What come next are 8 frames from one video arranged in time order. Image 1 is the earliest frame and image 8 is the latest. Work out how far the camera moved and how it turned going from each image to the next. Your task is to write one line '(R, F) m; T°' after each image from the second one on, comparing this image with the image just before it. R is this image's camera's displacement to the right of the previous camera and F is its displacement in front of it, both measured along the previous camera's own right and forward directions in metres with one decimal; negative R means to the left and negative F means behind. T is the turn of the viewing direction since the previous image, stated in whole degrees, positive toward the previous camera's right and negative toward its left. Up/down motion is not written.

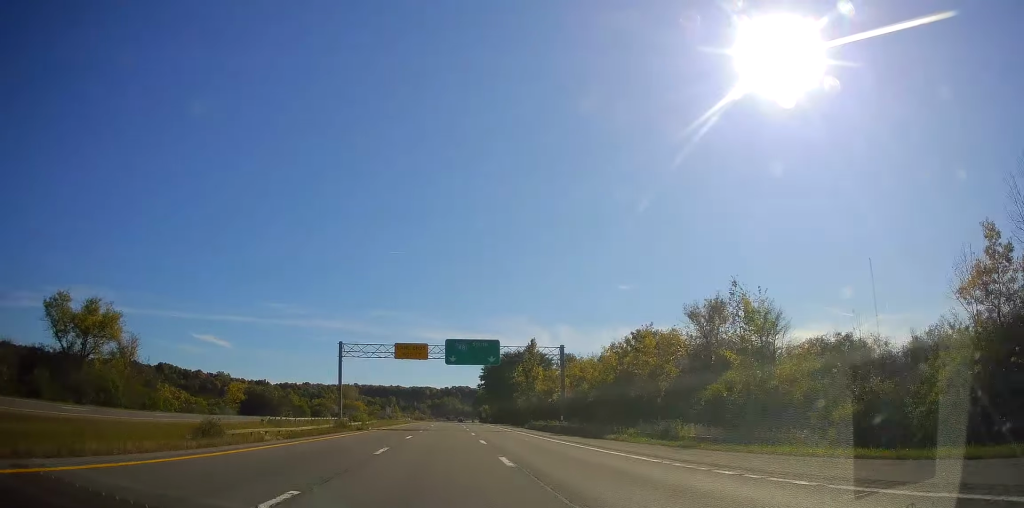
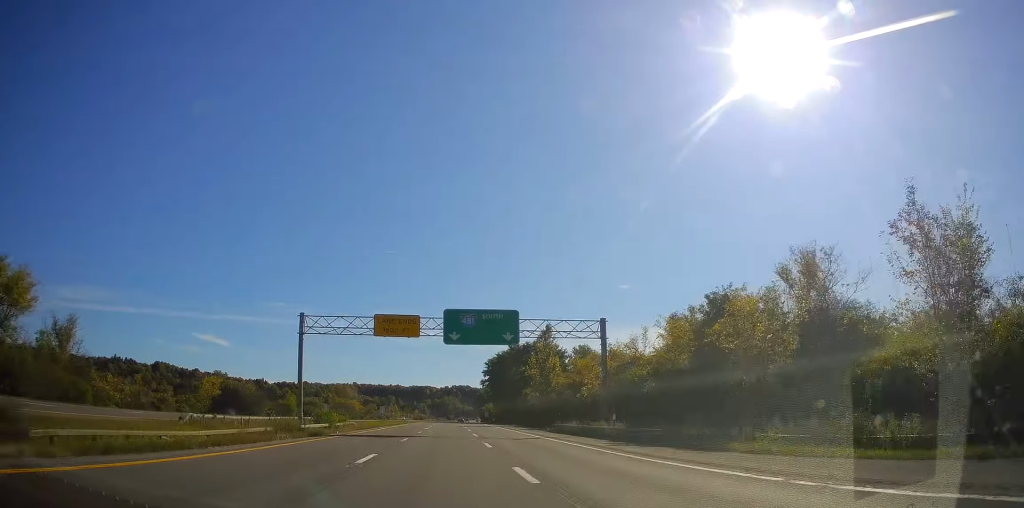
(-0.1, +15.4) m; 0°
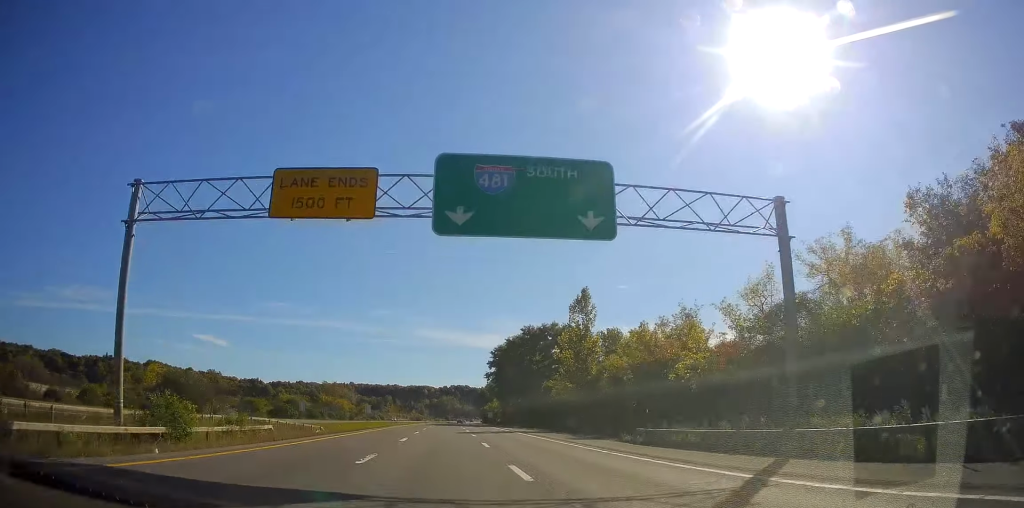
(0.0, +24.1) m; 0°
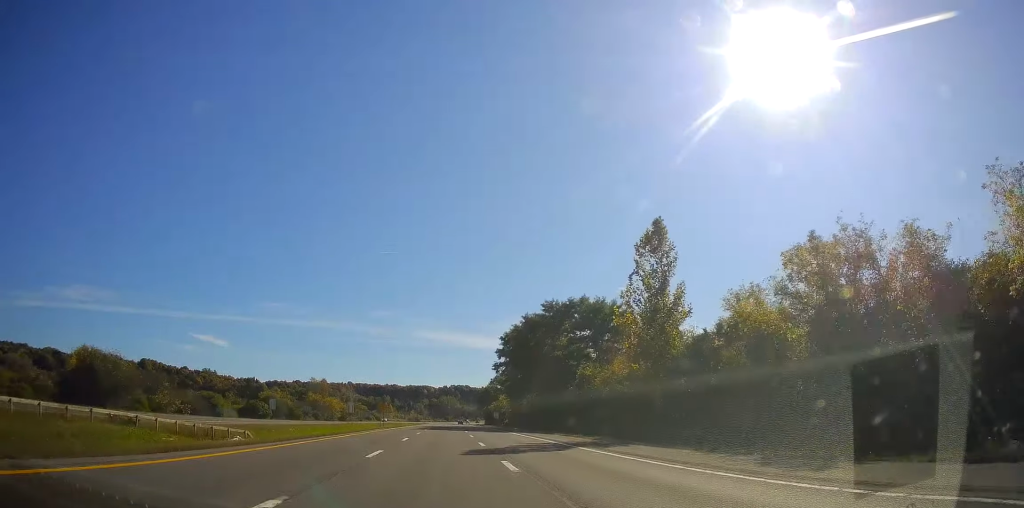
(0.0, +22.2) m; 0°
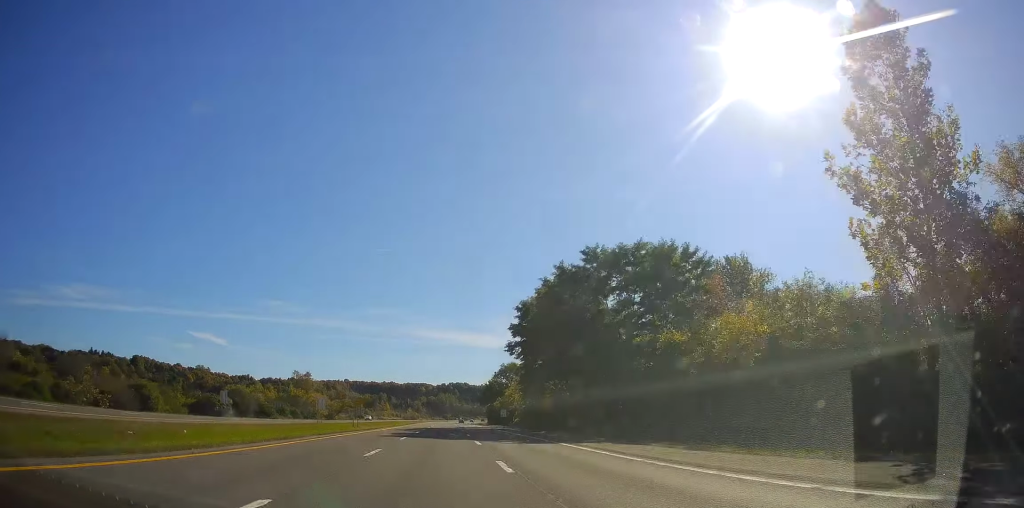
(0.0, +24.2) m; 0°
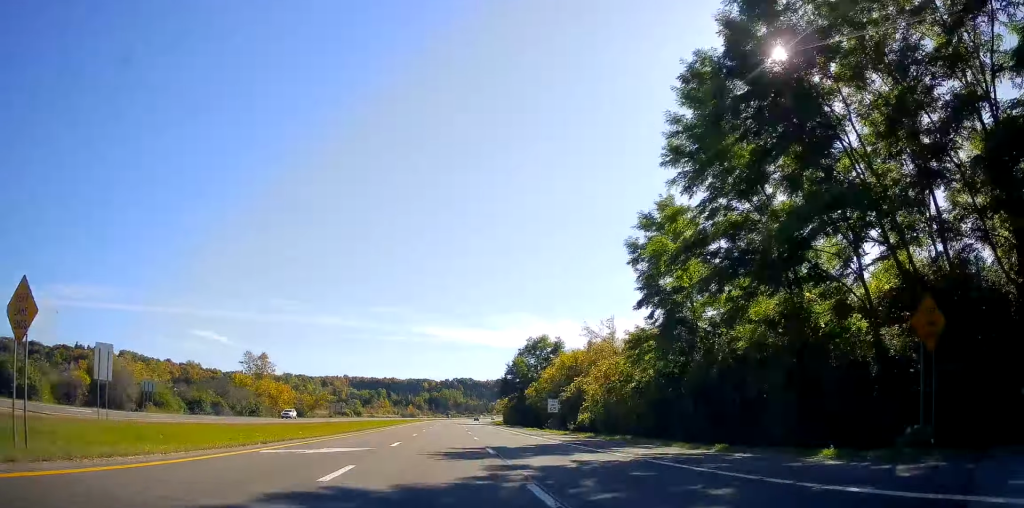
(-0.3, +55.1) m; -1°
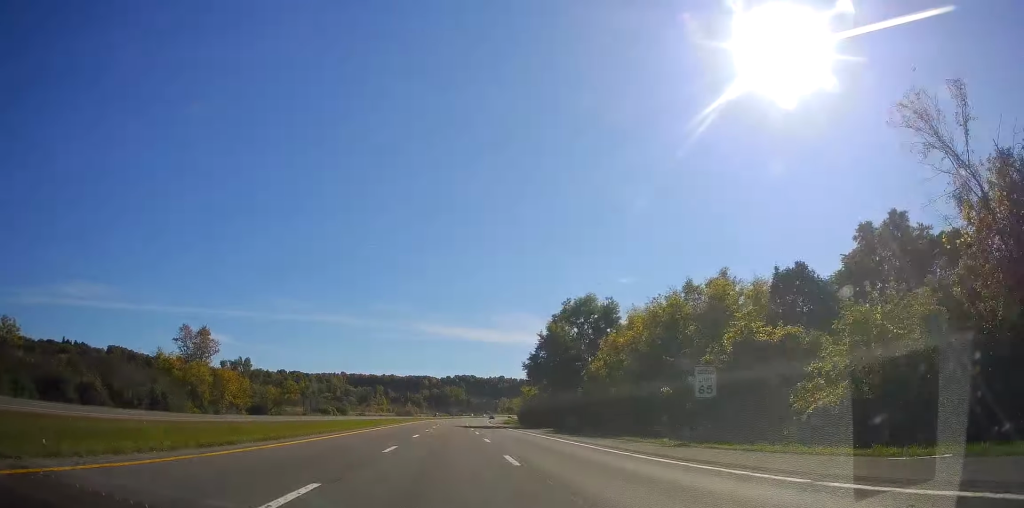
(+0.4, +40.7) m; +1°
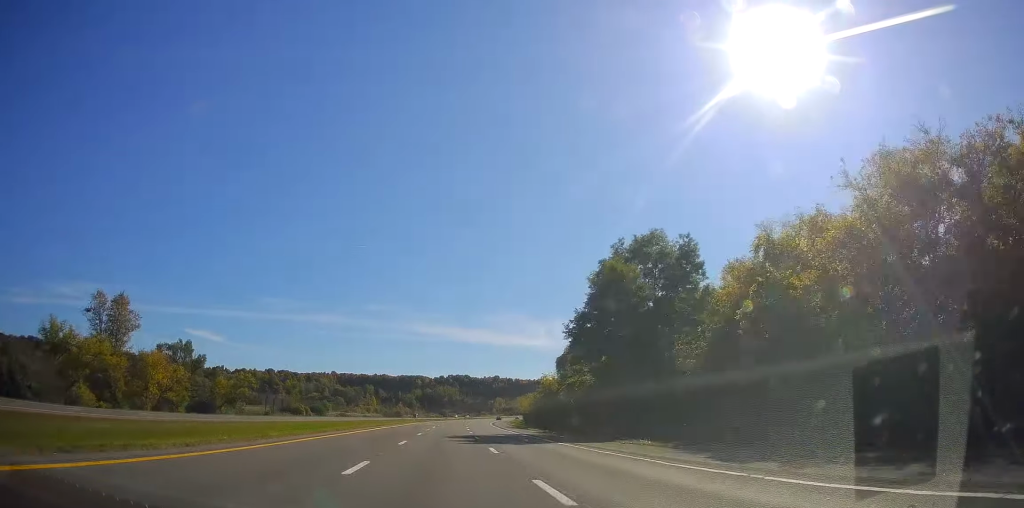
(-0.4, +31.2) m; -1°
